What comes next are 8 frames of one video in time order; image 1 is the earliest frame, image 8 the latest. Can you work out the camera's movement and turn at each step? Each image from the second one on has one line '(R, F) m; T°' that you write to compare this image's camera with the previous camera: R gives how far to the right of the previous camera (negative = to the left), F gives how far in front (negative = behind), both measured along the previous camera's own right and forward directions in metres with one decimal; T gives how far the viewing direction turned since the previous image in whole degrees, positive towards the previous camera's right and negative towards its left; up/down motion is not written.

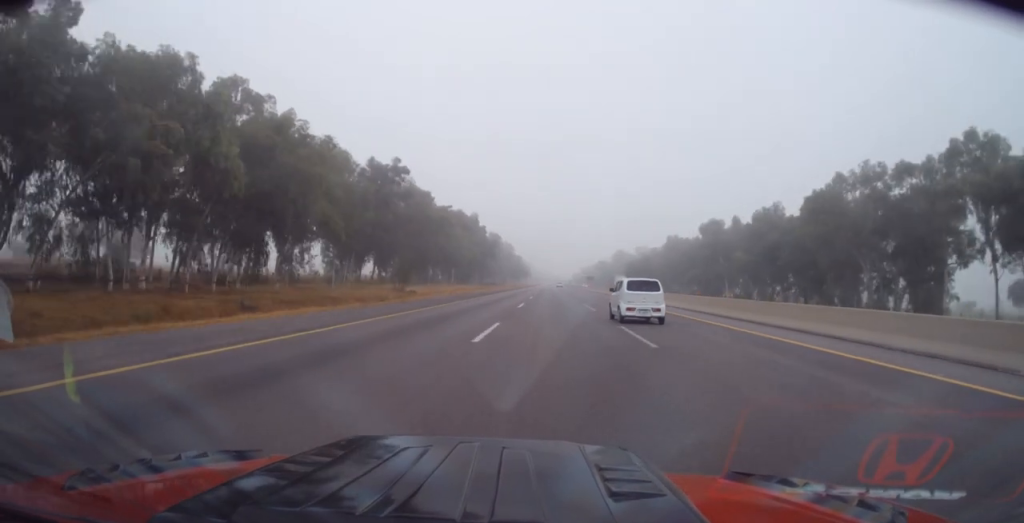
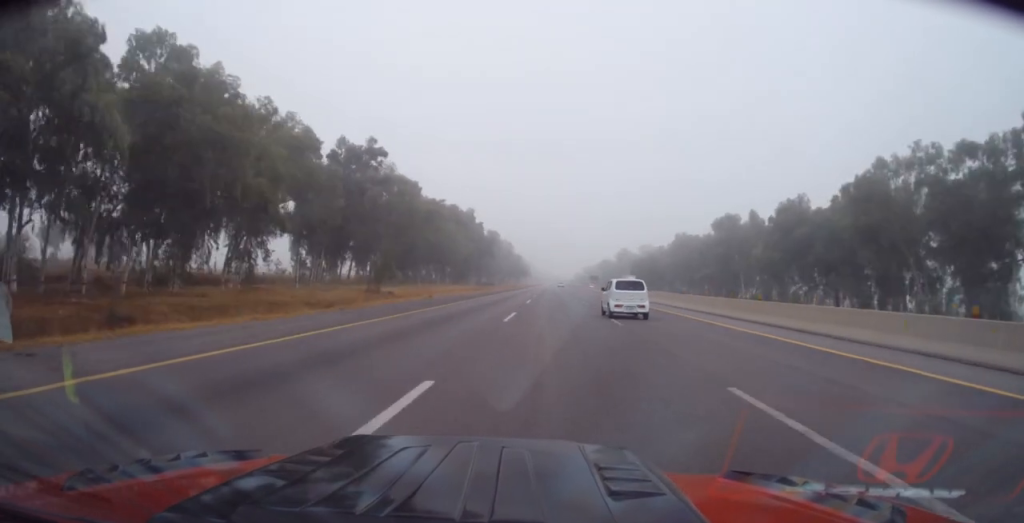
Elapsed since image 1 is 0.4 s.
(+0.1, +11.1) m; 0°
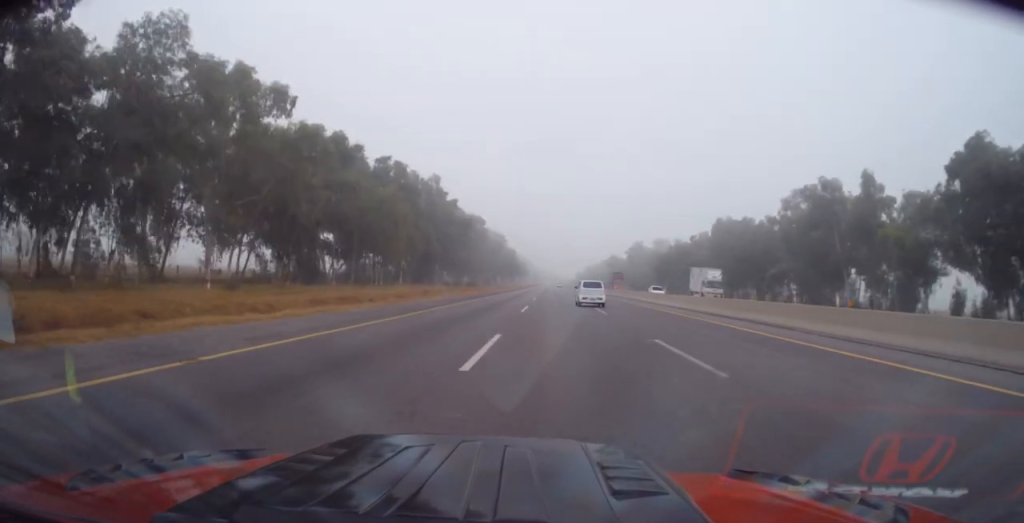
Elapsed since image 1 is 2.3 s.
(-0.4, +46.6) m; -1°
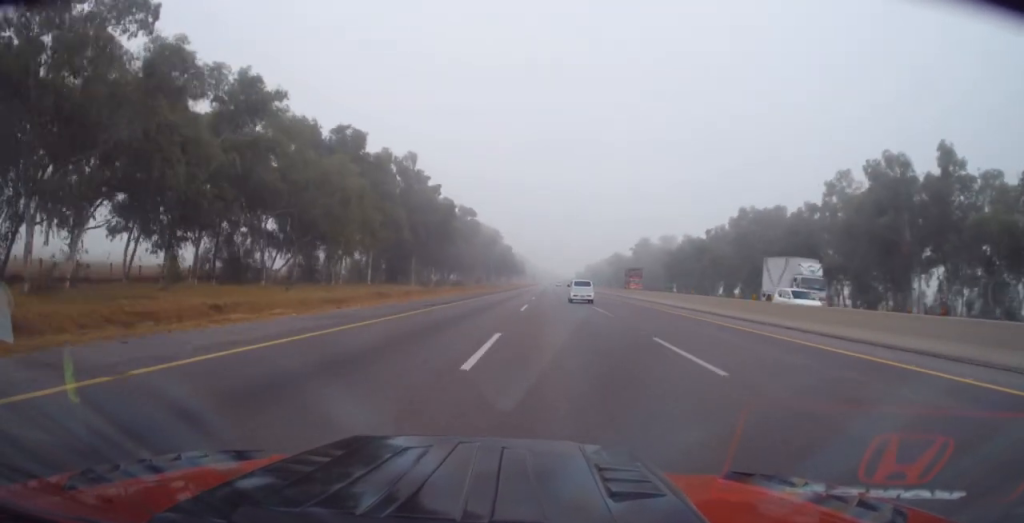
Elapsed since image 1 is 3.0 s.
(0.0, +17.8) m; 0°
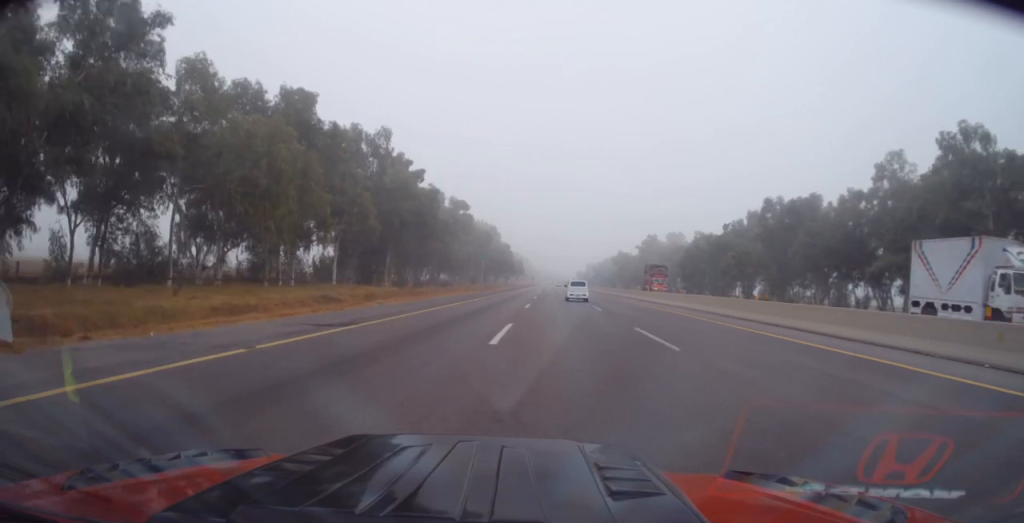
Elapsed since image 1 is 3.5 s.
(+0.2, +14.4) m; +1°
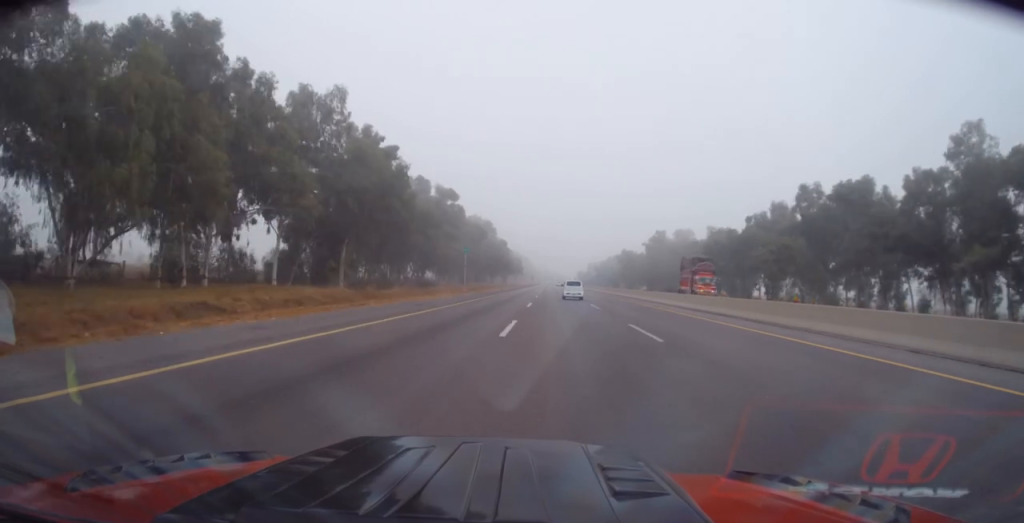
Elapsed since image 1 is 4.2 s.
(0.0, +16.1) m; 0°
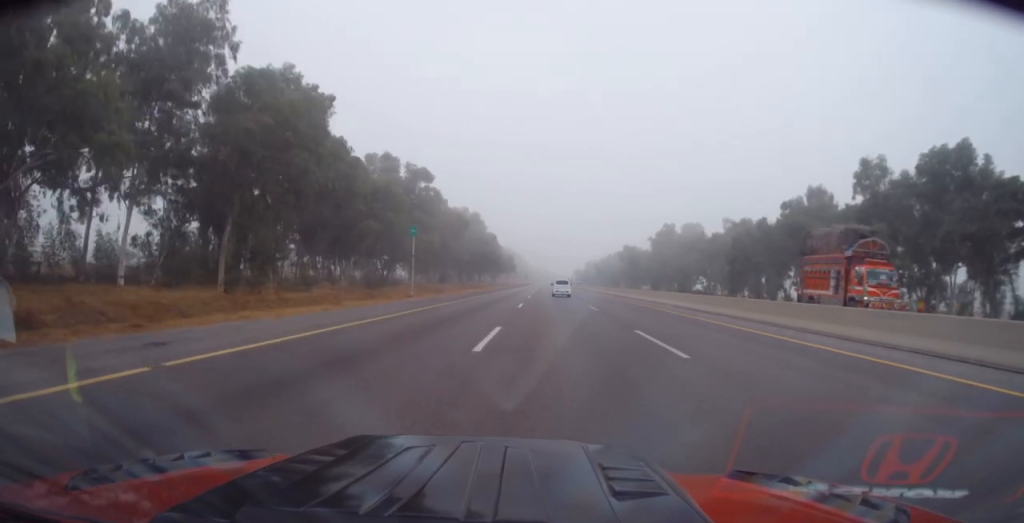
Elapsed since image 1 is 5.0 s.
(0.0, +21.1) m; 0°
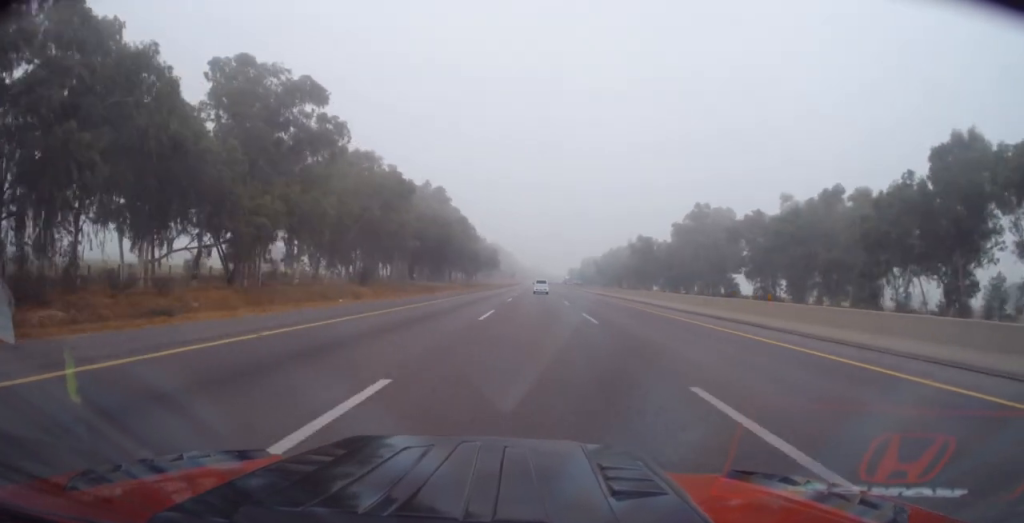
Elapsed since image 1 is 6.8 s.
(0.0, +44.9) m; 0°
